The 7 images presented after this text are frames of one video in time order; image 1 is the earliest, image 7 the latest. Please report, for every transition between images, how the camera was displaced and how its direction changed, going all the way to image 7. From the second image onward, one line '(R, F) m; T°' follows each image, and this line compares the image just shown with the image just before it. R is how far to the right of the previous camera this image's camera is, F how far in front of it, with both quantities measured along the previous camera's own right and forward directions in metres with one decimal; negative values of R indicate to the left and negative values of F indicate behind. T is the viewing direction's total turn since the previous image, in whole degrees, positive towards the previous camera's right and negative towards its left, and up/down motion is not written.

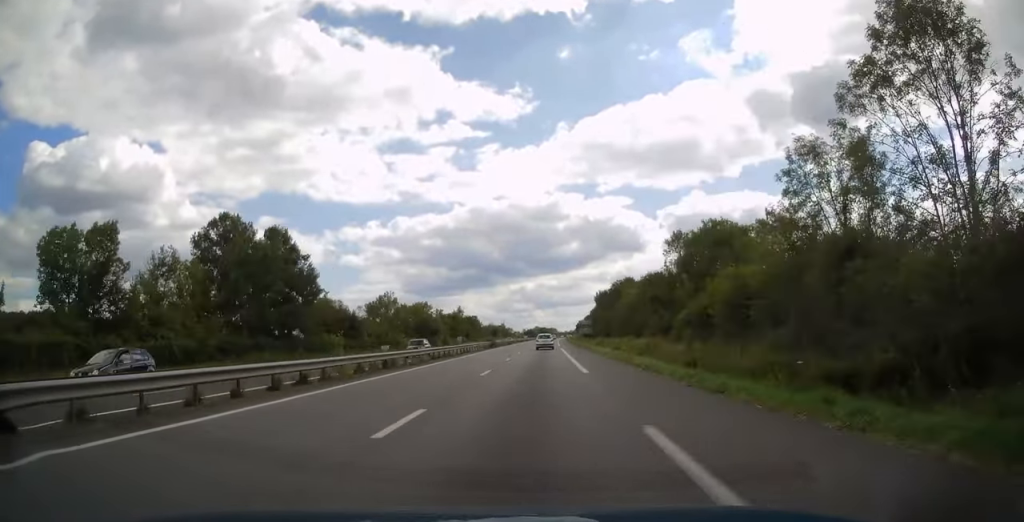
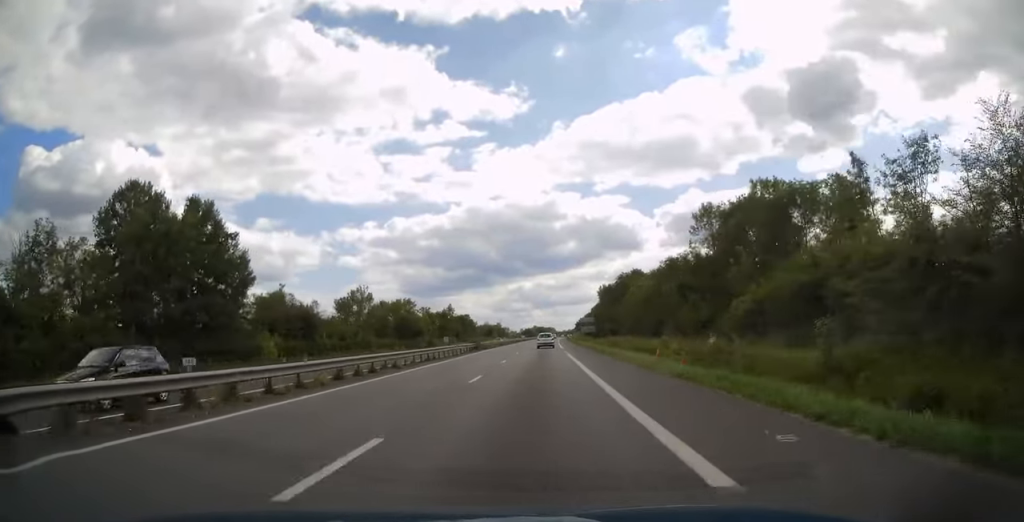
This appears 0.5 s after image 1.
(0.0, +16.1) m; 0°
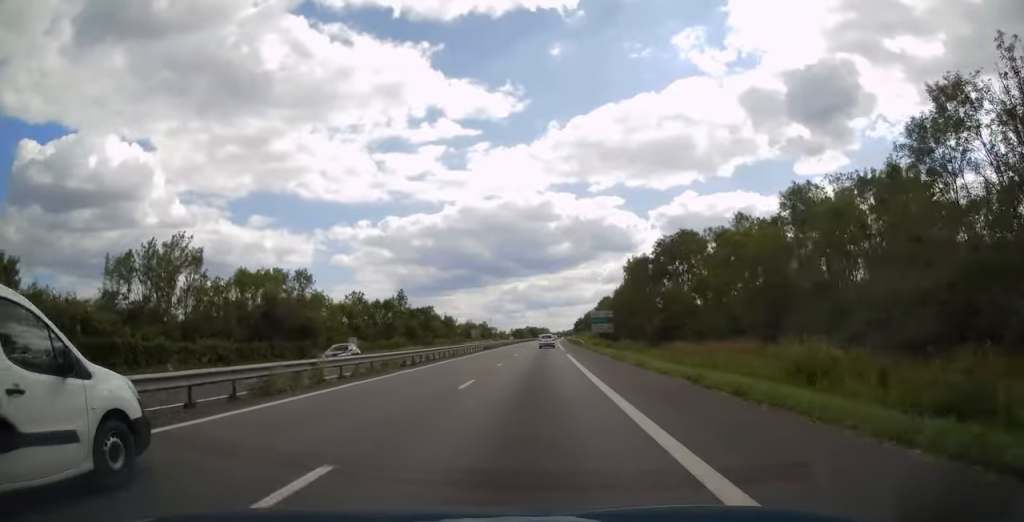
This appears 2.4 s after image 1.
(+0.4, +53.6) m; +1°
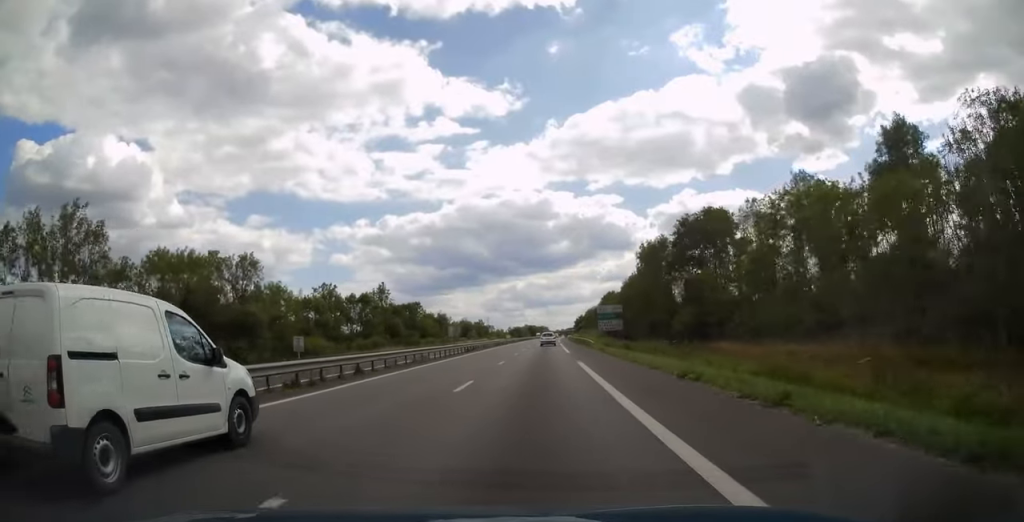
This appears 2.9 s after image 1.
(0.0, +14.1) m; 0°
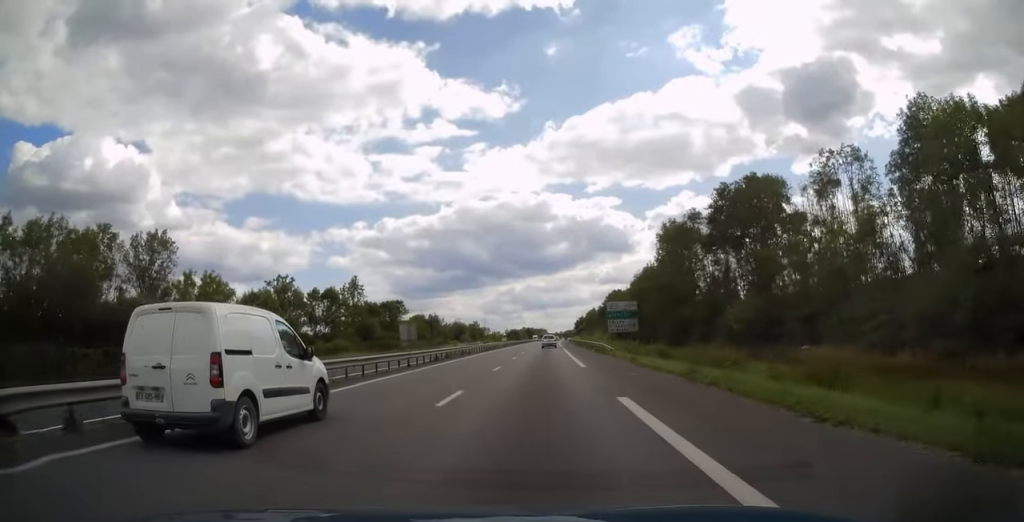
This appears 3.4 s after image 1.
(0.0, +15.6) m; 0°
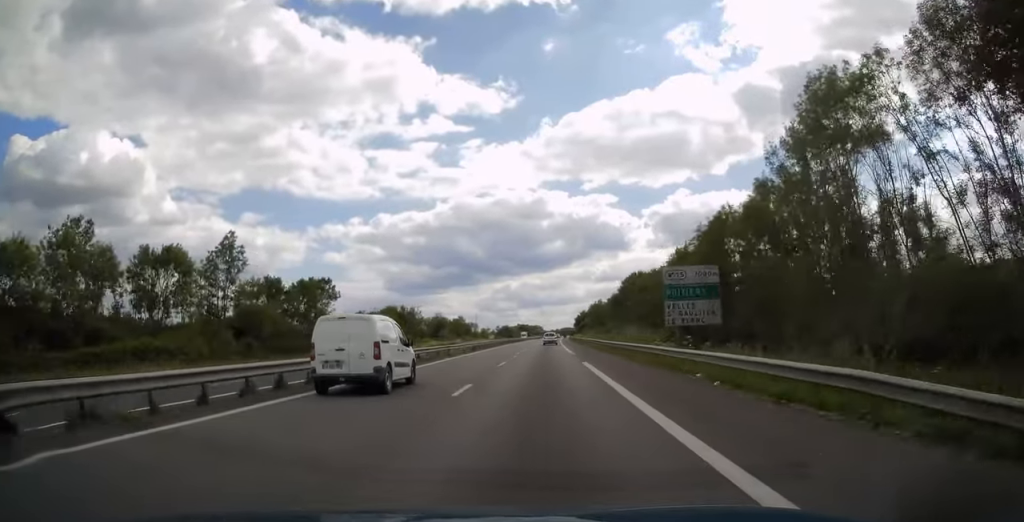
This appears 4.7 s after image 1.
(+0.1, +37.6) m; 0°
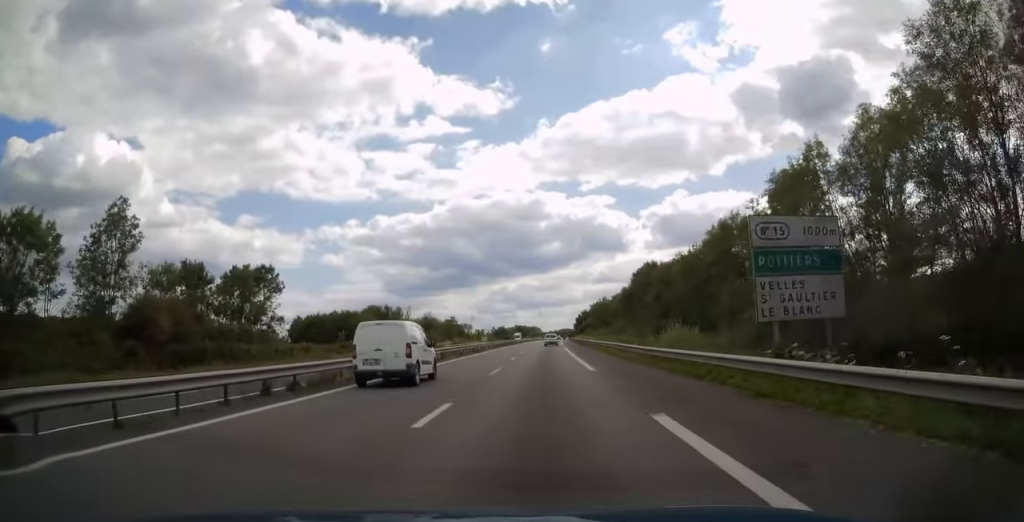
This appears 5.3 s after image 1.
(0.0, +17.1) m; 0°
